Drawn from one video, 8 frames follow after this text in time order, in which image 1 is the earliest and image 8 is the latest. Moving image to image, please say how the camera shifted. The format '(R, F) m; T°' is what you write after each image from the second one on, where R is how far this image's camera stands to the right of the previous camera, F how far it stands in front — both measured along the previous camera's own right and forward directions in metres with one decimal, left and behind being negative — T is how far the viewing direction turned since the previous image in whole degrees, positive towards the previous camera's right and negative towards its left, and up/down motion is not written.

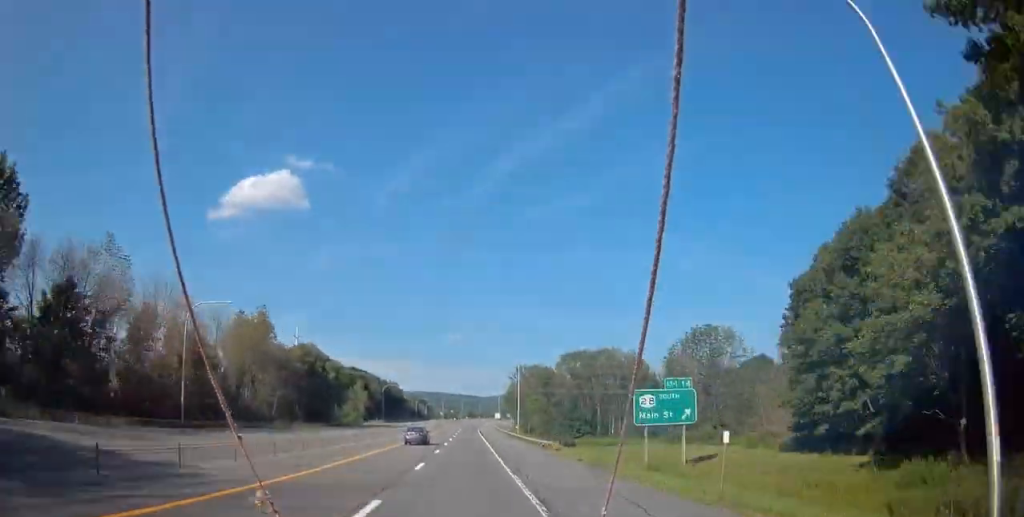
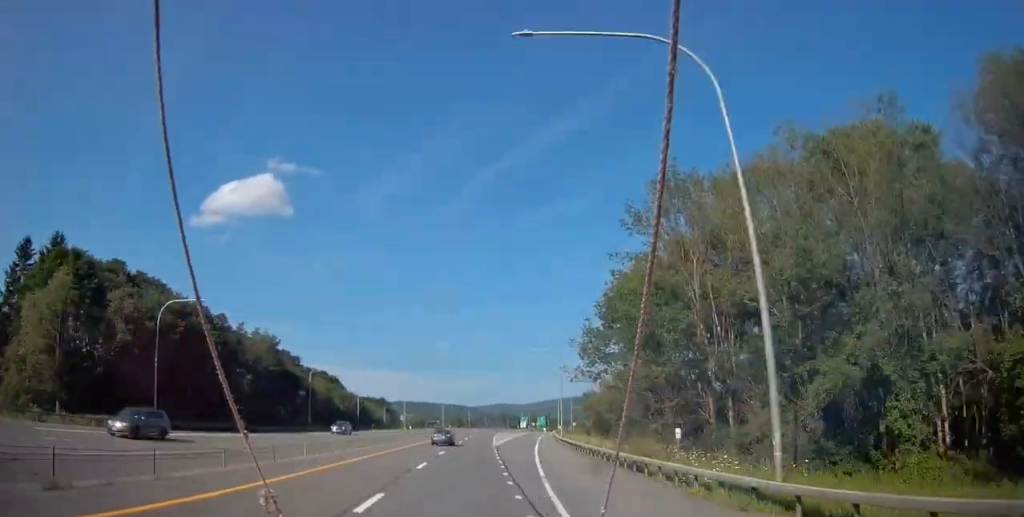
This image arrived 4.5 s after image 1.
(+0.7, +132.3) m; +2°
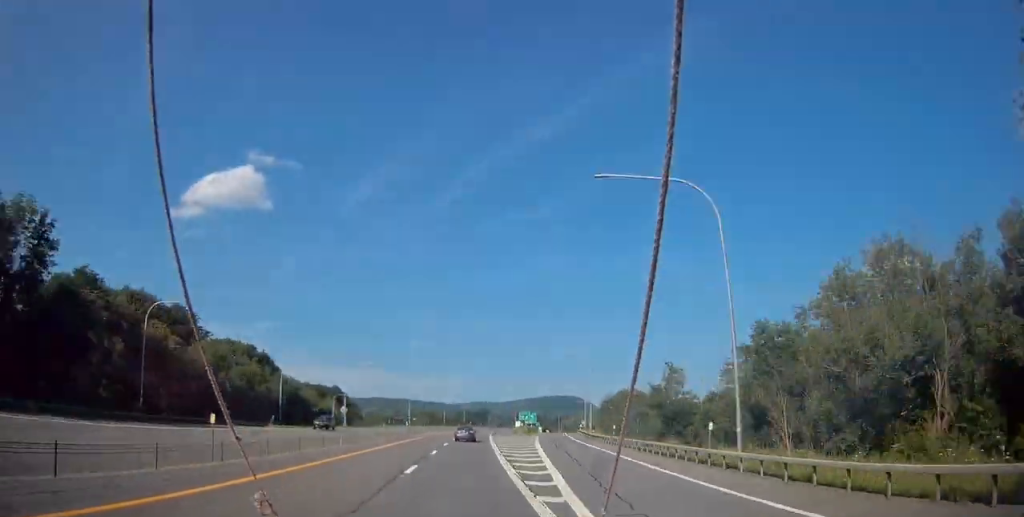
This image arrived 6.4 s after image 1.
(+1.2, +54.1) m; +2°
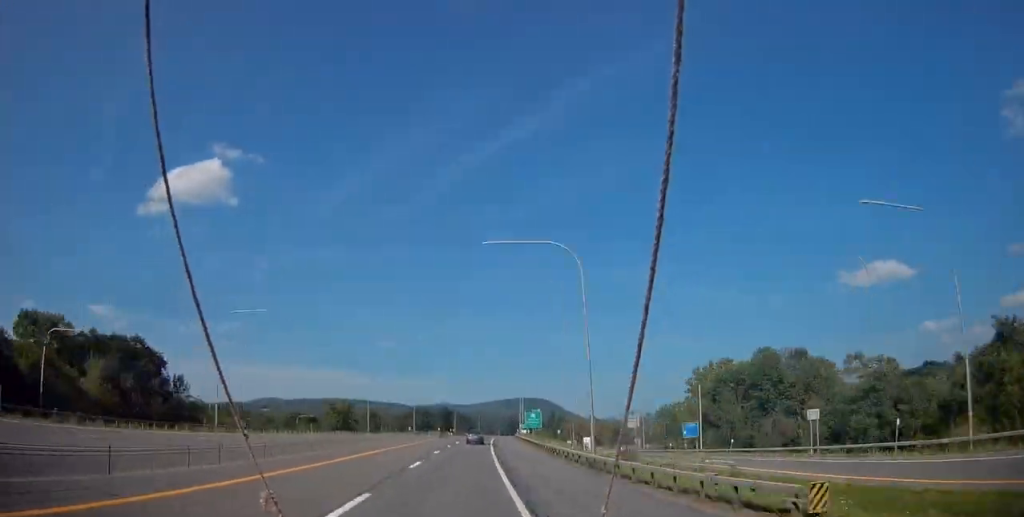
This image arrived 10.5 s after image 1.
(+3.9, +119.4) m; +4°
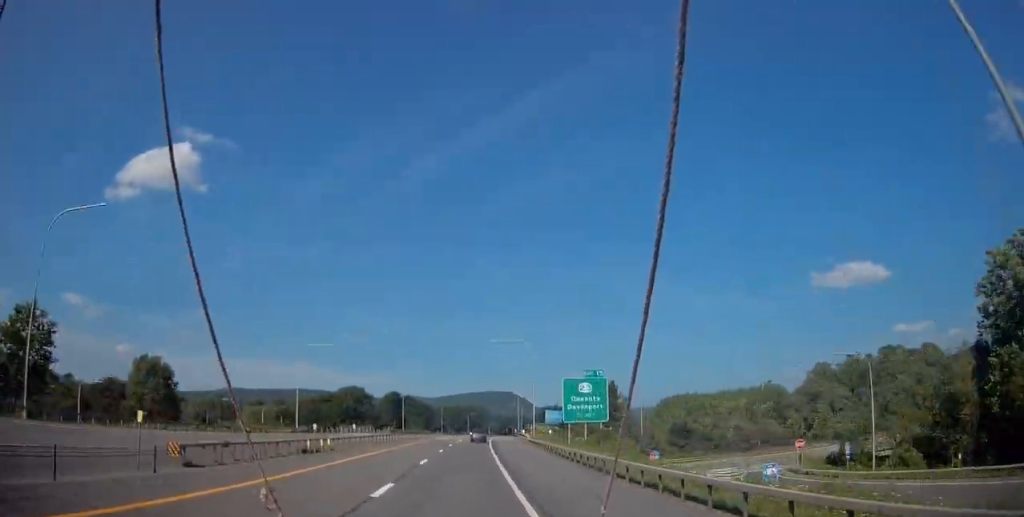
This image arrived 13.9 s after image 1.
(+2.2, +96.2) m; +3°
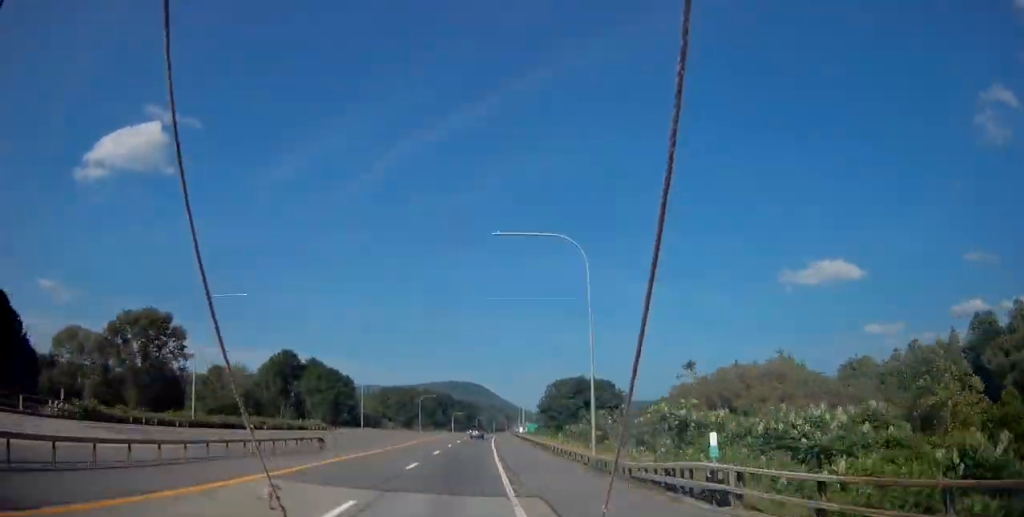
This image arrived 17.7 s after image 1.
(+3.8, +112.1) m; +4°
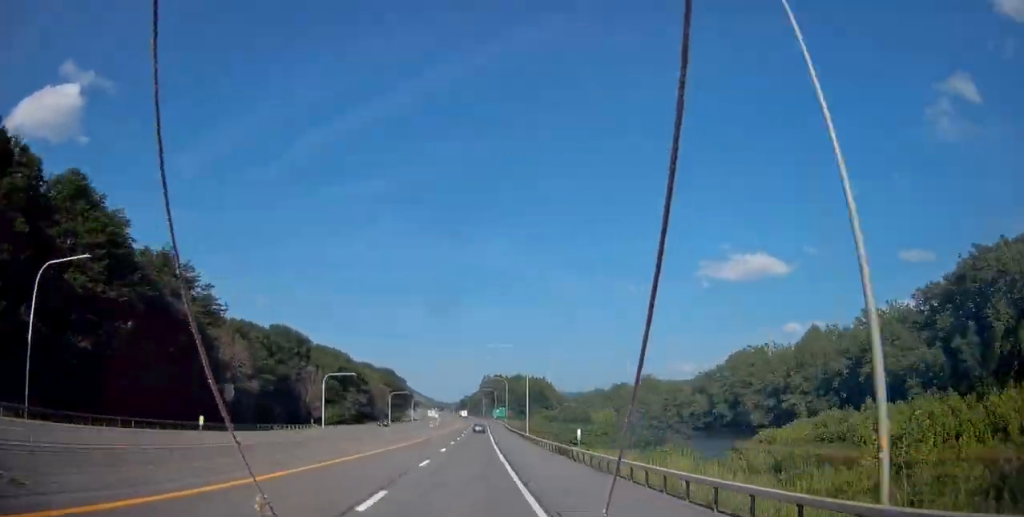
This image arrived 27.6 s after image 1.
(+24.2, +289.1) m; +8°
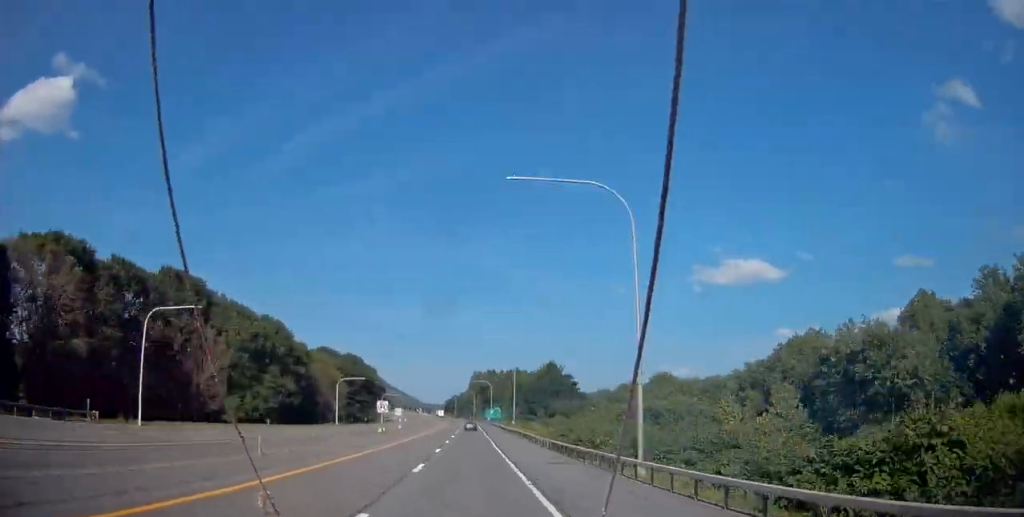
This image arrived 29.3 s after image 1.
(+0.3, +51.3) m; +1°
